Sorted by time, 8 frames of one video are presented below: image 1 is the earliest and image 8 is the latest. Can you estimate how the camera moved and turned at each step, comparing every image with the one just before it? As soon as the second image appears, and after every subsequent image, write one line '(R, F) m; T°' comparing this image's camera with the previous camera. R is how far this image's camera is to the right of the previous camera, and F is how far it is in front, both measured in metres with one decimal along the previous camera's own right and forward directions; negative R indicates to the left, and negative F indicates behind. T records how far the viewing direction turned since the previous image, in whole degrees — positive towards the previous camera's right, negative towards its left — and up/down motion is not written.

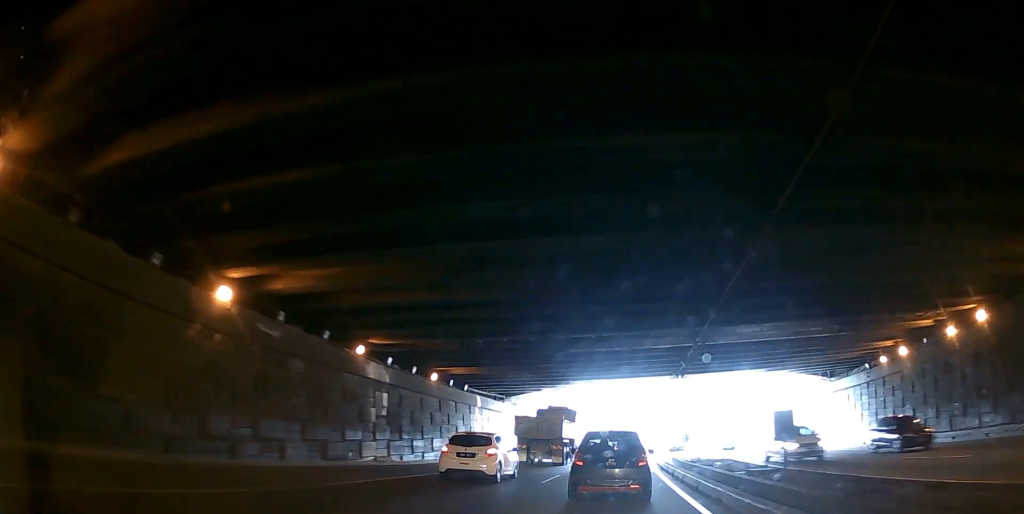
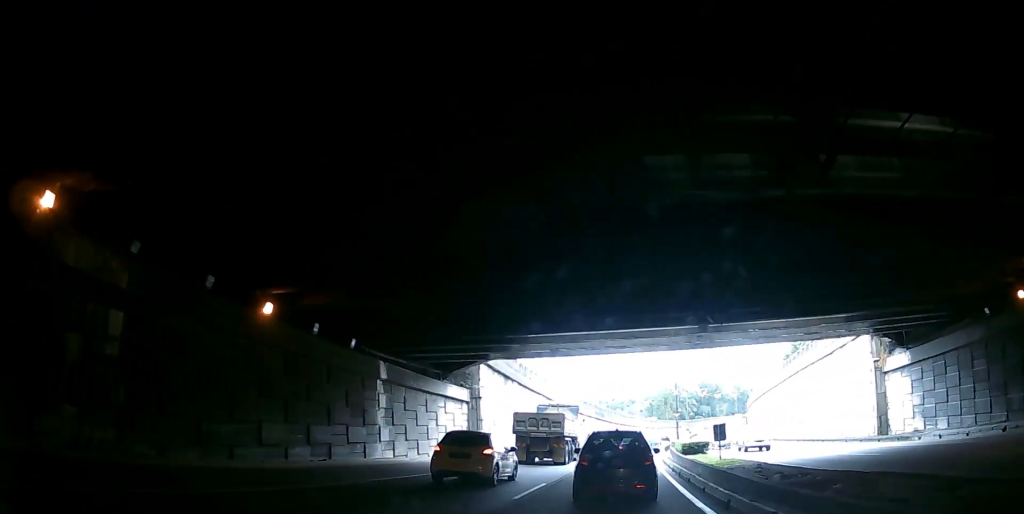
(+0.4, +15.9) m; +1°
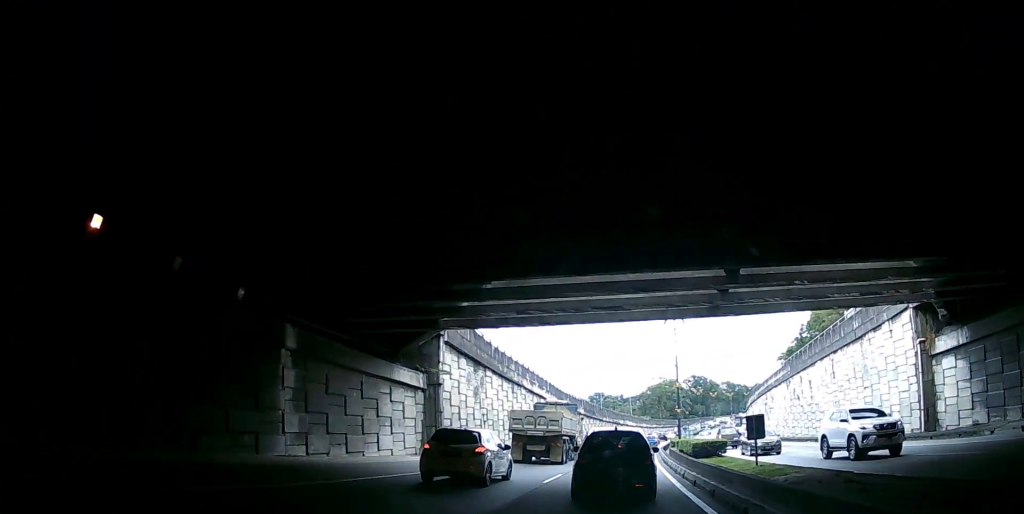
(0.0, +7.5) m; 0°
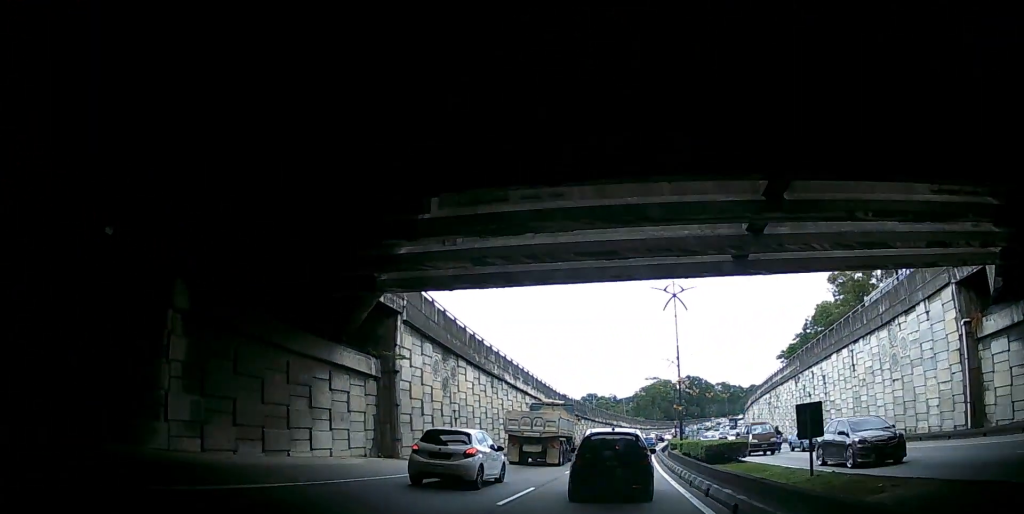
(0.0, +5.7) m; 0°
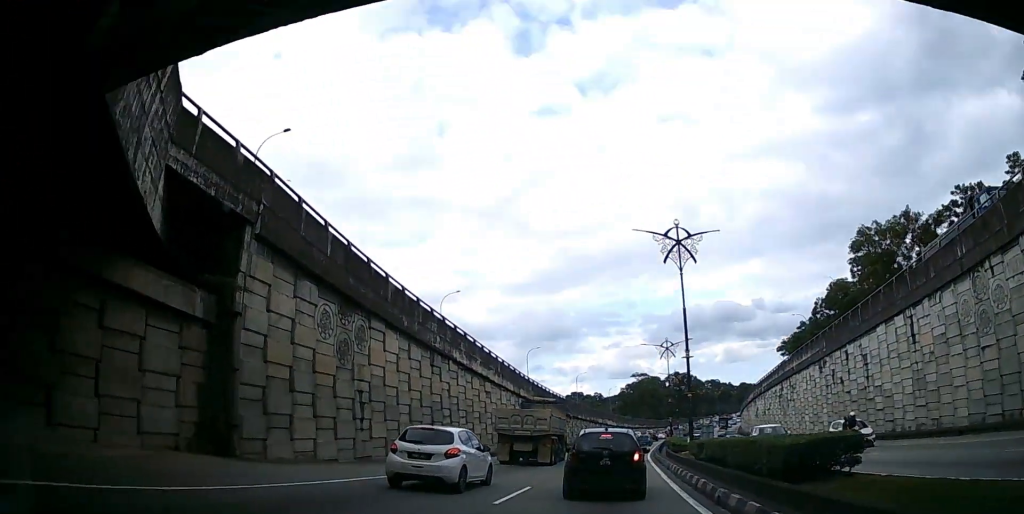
(+0.1, +11.8) m; +3°
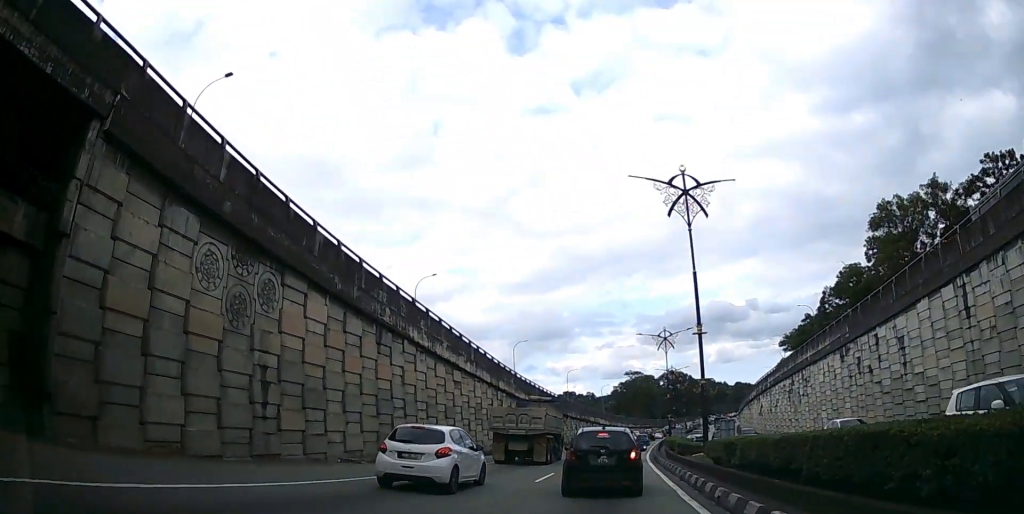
(0.0, +6.9) m; +4°
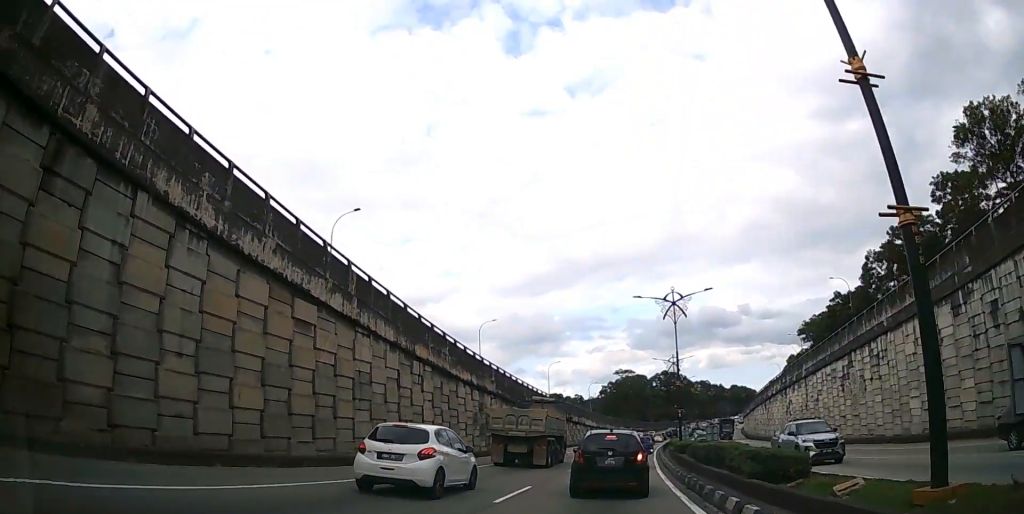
(+1.2, +17.1) m; +5°
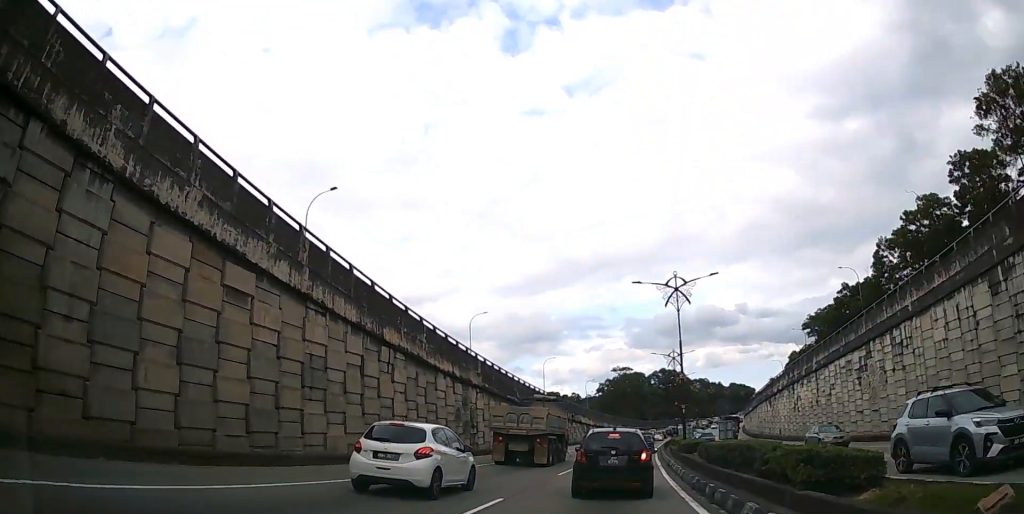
(0.0, +3.9) m; +1°
